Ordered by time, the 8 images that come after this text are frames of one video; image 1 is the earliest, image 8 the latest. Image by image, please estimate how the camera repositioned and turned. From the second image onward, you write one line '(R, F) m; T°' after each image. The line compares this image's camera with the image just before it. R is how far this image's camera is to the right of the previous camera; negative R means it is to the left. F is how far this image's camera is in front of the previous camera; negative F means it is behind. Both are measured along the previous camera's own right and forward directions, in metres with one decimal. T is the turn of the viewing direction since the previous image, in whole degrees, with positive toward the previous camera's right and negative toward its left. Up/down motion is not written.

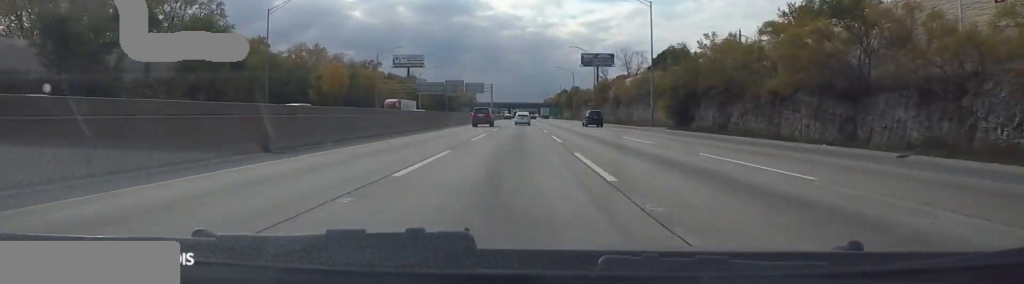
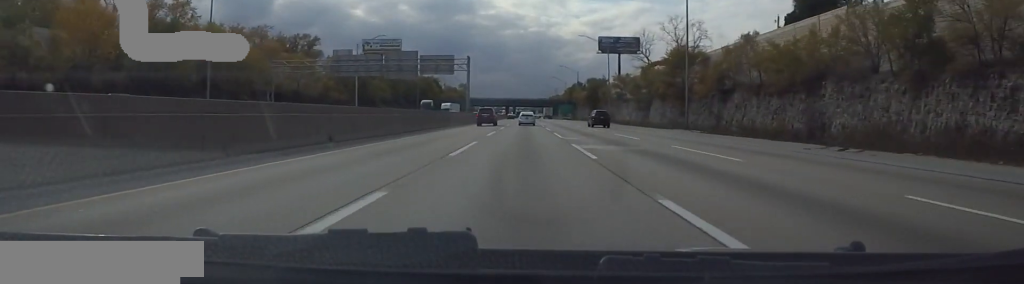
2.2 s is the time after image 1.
(0.0, +68.5) m; 0°
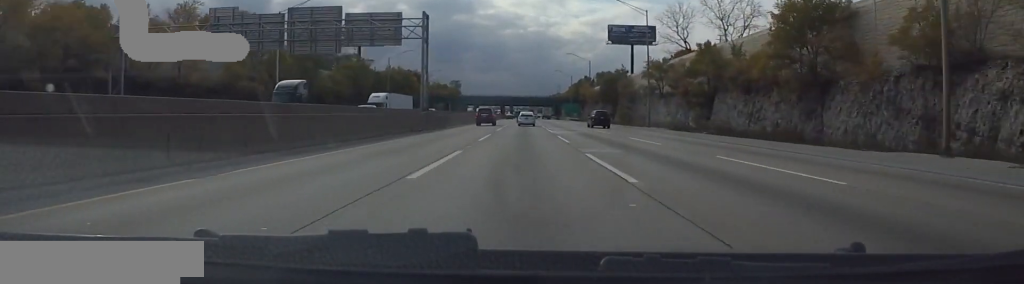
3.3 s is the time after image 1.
(0.0, +34.5) m; 0°
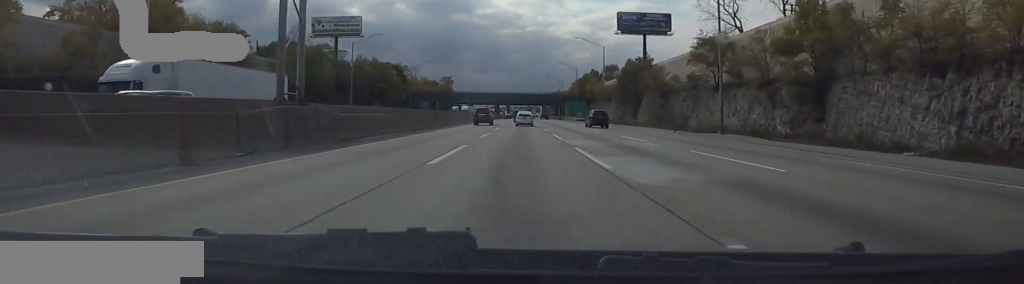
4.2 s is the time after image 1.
(0.0, +27.1) m; 0°
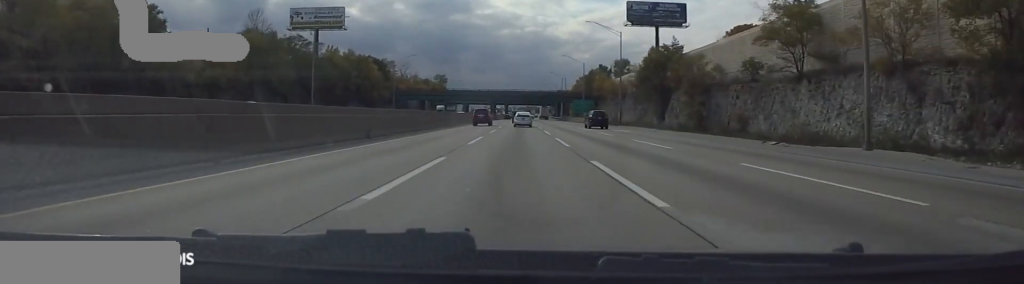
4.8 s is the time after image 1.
(0.0, +19.9) m; +1°
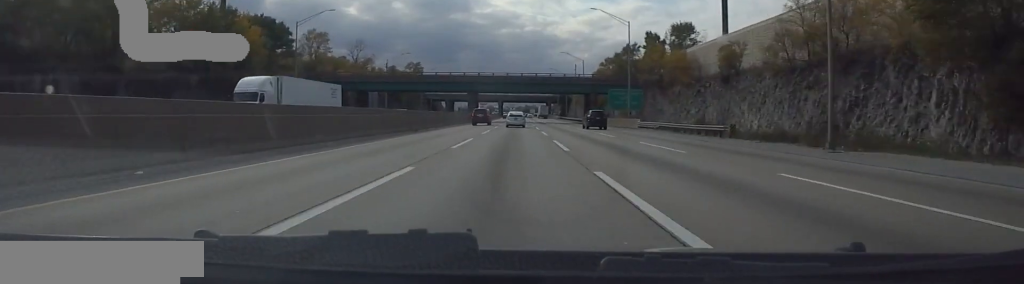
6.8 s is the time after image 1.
(+2.2, +63.0) m; +1°
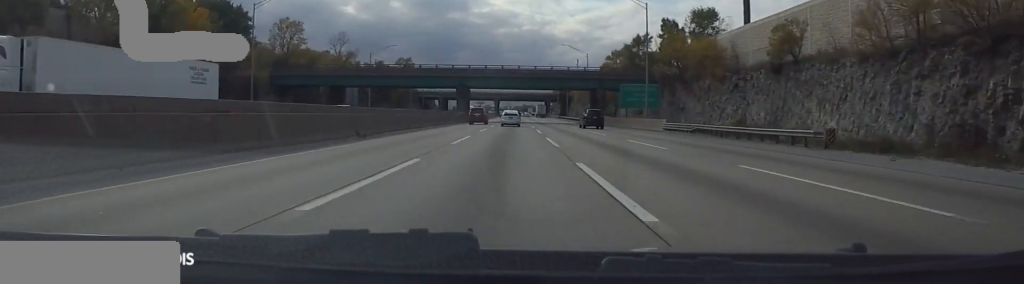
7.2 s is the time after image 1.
(-0.5, +13.4) m; -1°
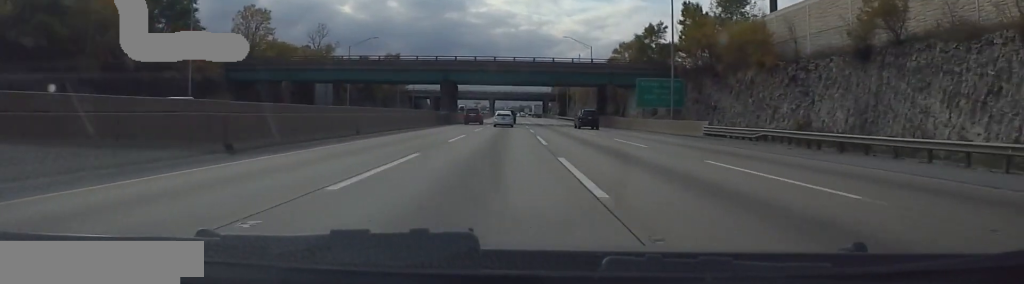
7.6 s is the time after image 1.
(-0.2, +13.4) m; -1°
